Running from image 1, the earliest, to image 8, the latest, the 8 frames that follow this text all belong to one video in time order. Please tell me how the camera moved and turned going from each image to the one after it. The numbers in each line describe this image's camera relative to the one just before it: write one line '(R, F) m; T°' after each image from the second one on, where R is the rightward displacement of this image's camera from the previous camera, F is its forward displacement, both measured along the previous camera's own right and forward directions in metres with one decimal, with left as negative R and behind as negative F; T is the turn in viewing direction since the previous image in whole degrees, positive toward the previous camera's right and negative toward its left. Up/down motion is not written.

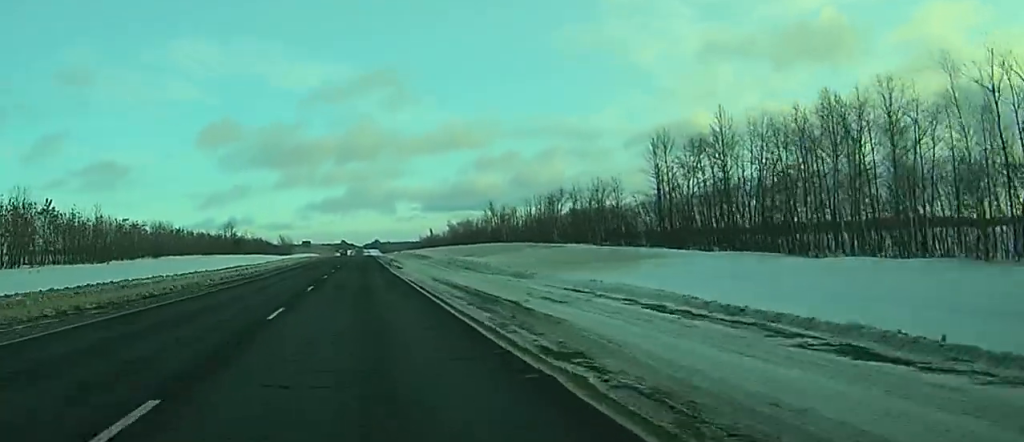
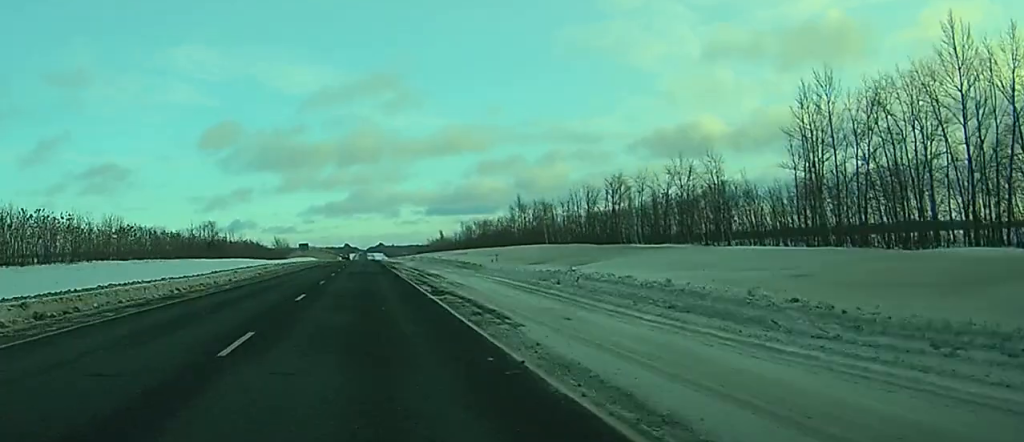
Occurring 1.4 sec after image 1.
(+0.1, +41.4) m; 0°
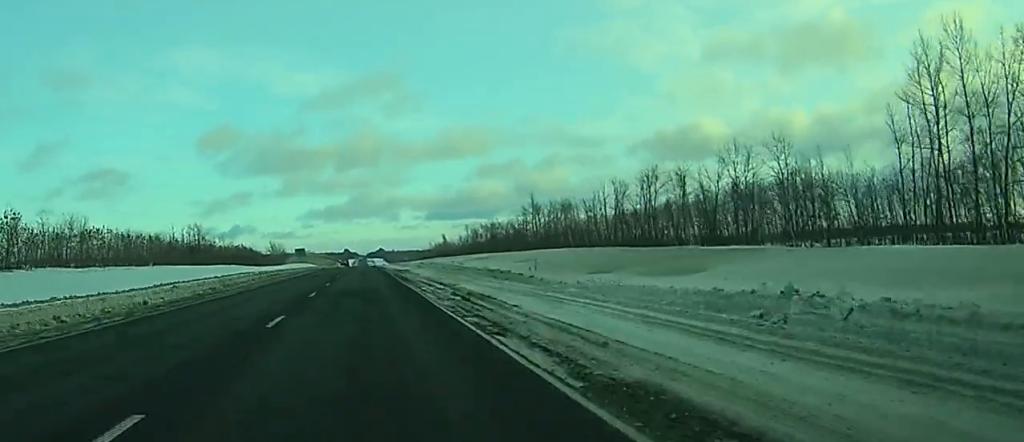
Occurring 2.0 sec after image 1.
(-0.1, +18.8) m; 0°
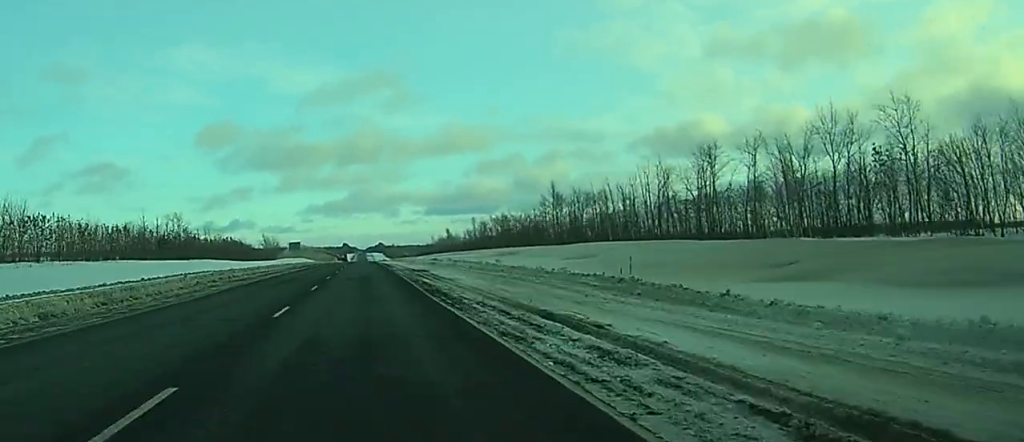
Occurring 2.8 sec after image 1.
(0.0, +22.9) m; 0°
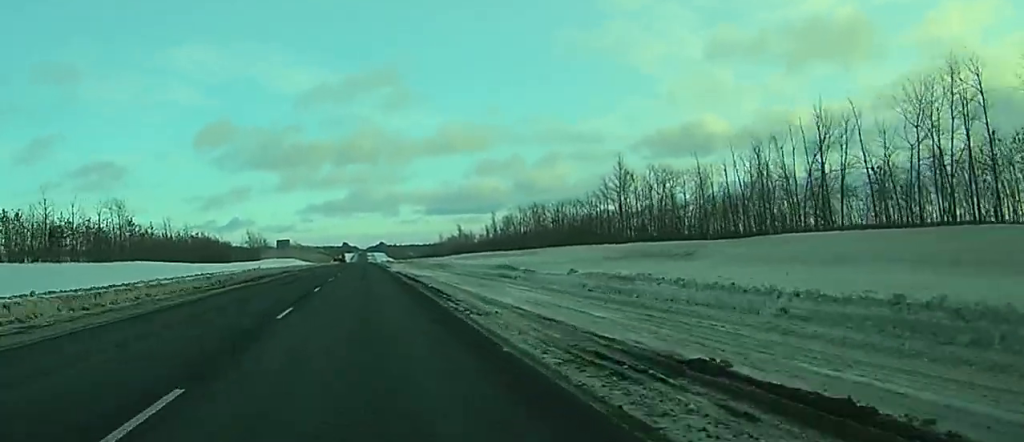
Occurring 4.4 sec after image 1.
(+0.2, +47.9) m; 0°
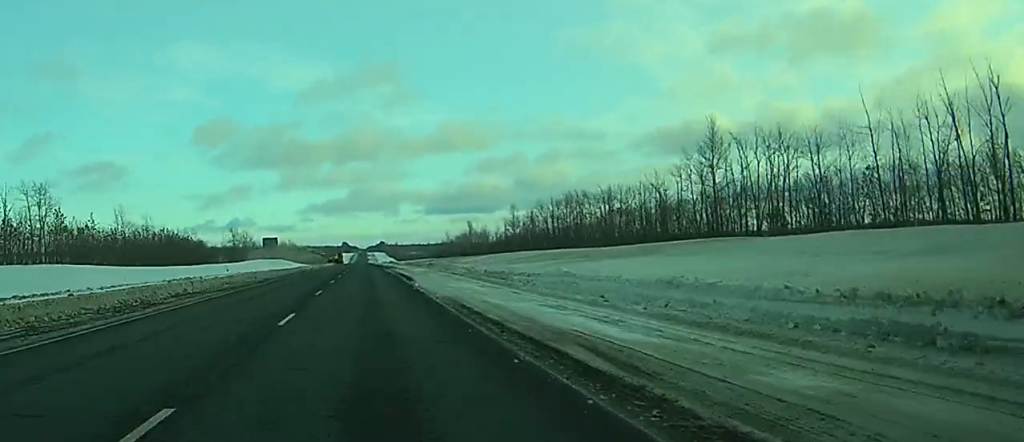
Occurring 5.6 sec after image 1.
(-0.1, +37.0) m; 0°
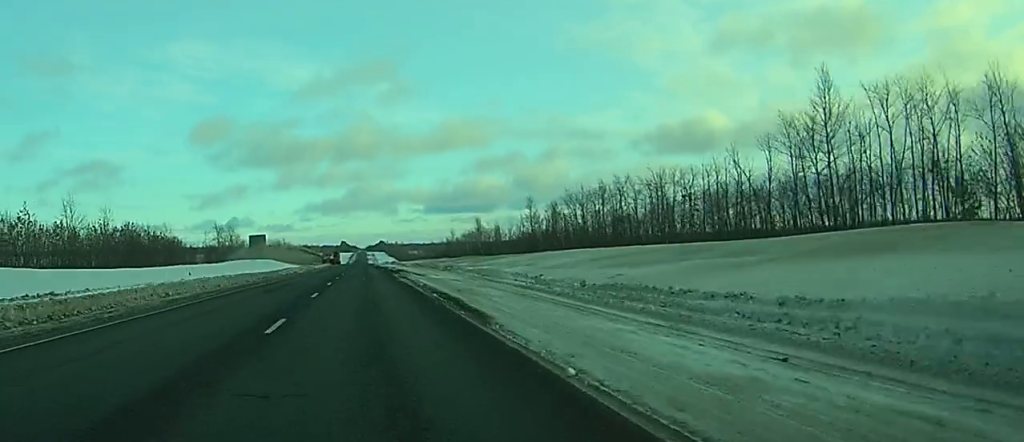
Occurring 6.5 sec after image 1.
(0.0, +26.0) m; 0°
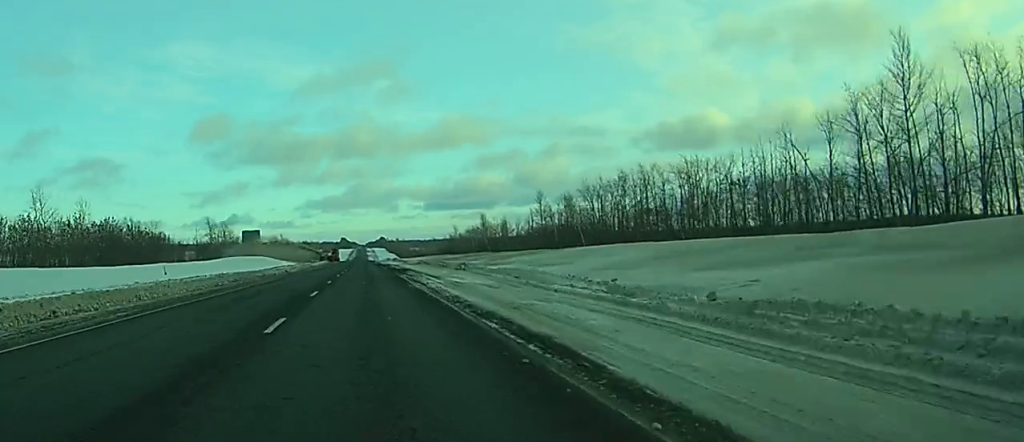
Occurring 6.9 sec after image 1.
(0.0, +12.0) m; 0°
